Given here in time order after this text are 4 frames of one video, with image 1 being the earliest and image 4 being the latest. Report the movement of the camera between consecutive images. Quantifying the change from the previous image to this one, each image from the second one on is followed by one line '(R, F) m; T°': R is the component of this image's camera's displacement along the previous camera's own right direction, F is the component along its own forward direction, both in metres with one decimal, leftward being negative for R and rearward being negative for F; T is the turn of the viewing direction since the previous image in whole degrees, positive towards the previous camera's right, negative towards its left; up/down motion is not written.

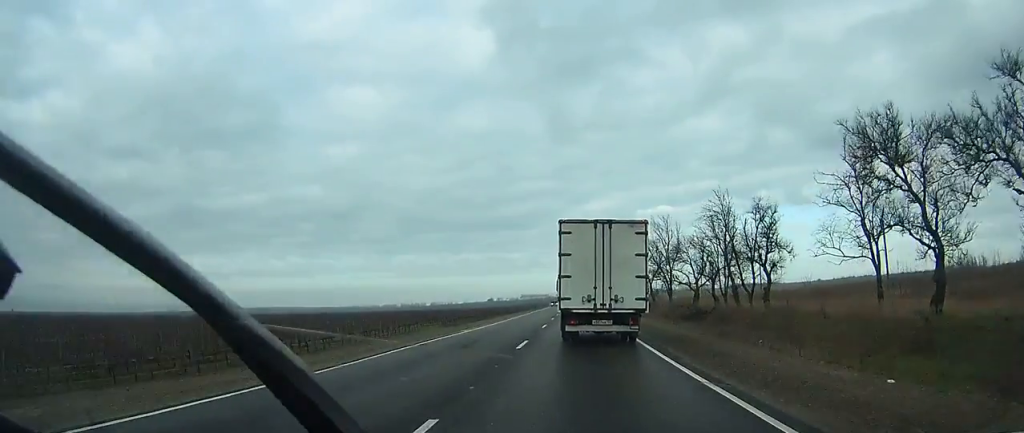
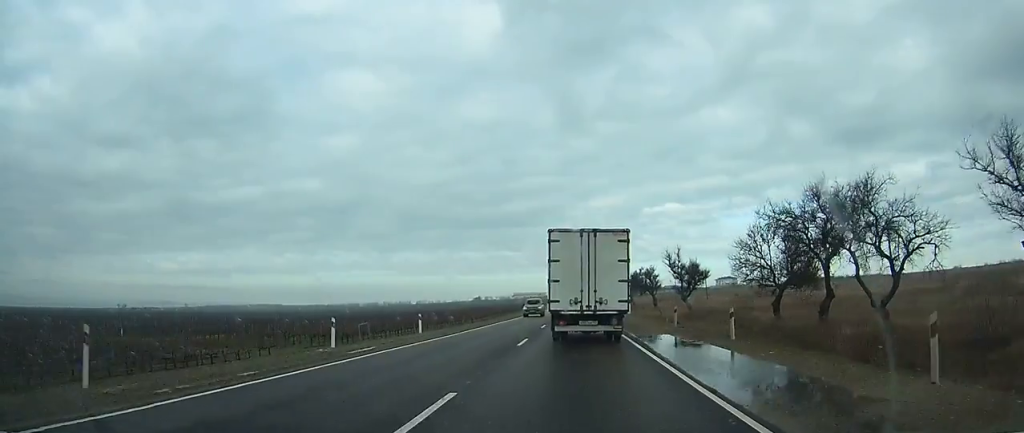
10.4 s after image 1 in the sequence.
(+0.1, +198.8) m; 0°
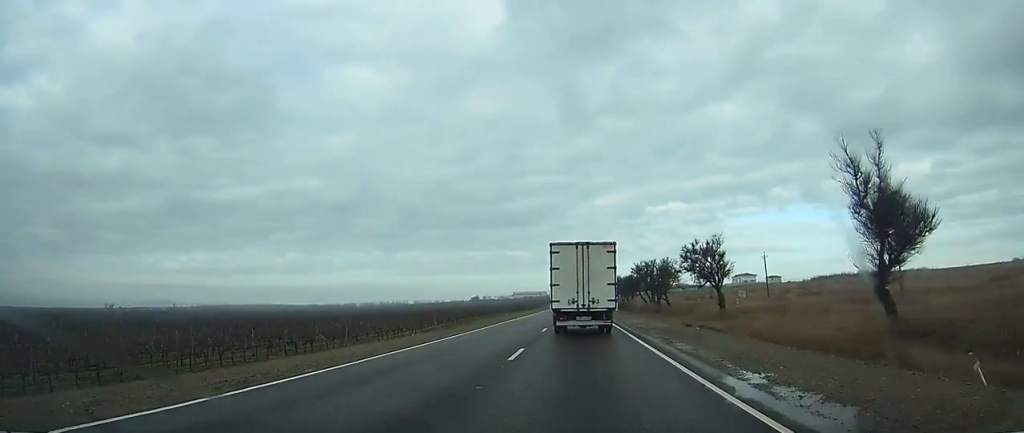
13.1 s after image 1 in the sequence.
(+0.1, +52.6) m; 0°
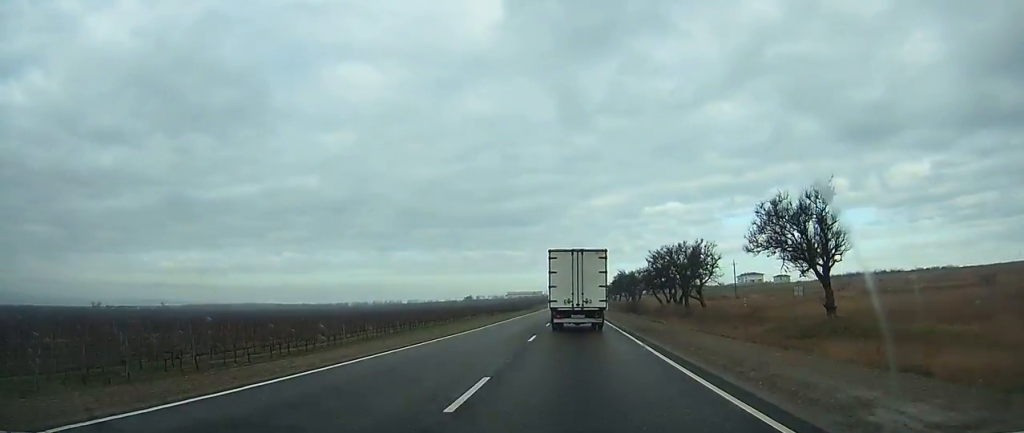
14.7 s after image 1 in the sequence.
(+0.1, +30.2) m; 0°
